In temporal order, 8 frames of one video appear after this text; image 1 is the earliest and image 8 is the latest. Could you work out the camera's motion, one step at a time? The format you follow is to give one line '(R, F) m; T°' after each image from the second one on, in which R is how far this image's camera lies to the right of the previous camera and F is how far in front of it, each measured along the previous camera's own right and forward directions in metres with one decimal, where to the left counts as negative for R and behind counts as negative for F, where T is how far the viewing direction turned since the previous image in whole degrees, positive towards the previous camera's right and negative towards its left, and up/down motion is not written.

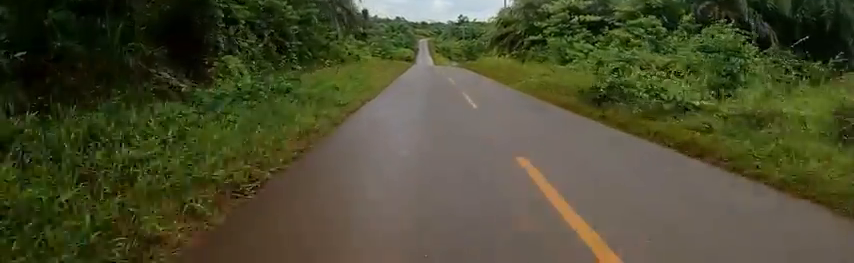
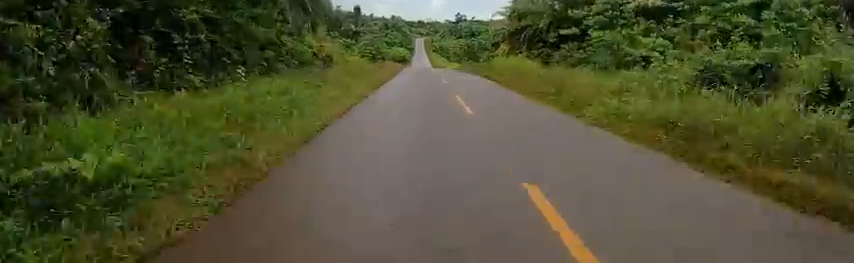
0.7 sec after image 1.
(0.0, +9.3) m; 0°
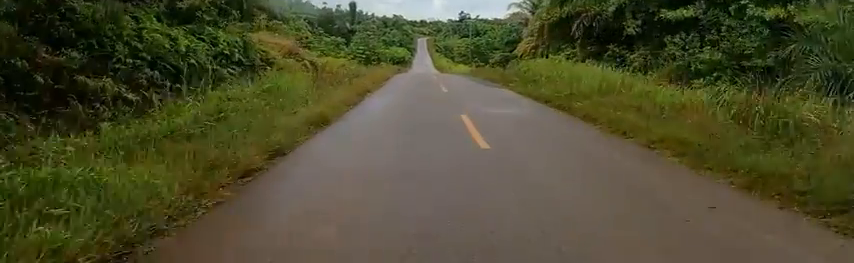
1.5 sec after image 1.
(0.0, +11.1) m; 0°
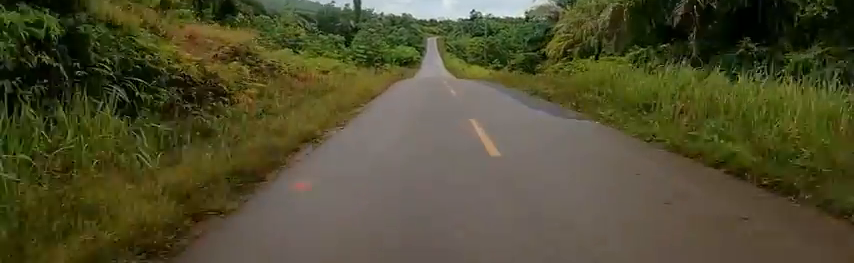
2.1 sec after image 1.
(0.0, +8.9) m; 0°
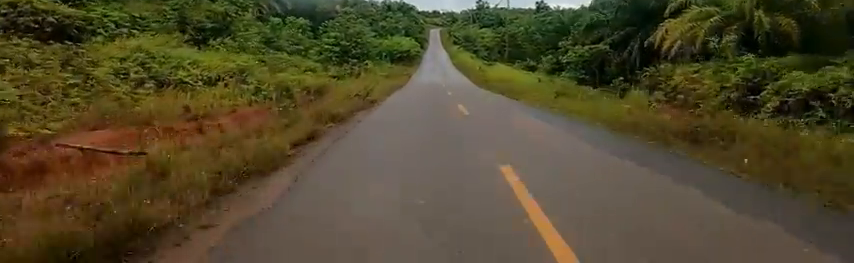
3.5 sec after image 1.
(0.0, +20.3) m; 0°
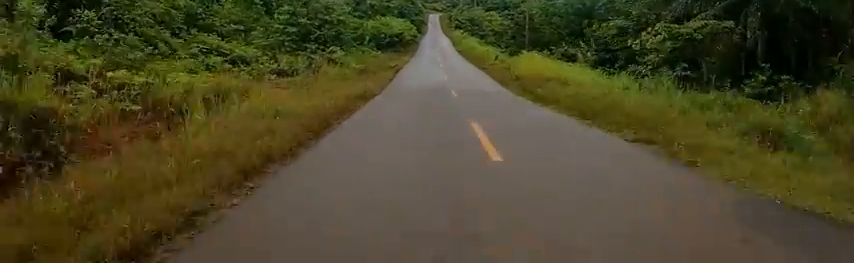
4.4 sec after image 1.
(0.0, +13.1) m; 0°
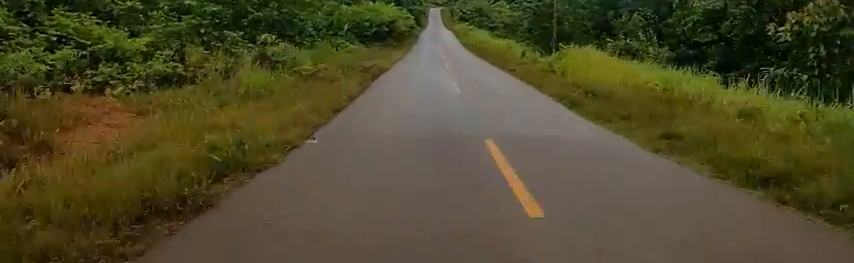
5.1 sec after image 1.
(0.0, +10.4) m; 0°
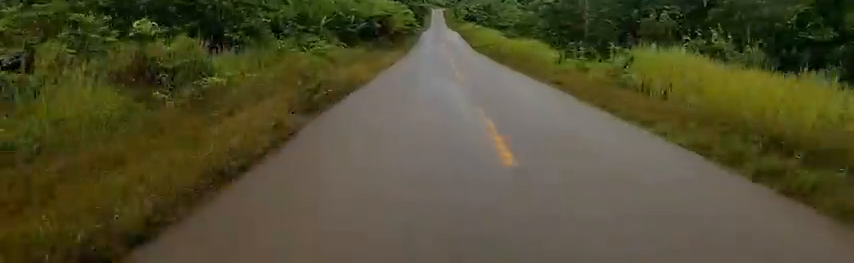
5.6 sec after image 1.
(0.0, +6.9) m; 0°
